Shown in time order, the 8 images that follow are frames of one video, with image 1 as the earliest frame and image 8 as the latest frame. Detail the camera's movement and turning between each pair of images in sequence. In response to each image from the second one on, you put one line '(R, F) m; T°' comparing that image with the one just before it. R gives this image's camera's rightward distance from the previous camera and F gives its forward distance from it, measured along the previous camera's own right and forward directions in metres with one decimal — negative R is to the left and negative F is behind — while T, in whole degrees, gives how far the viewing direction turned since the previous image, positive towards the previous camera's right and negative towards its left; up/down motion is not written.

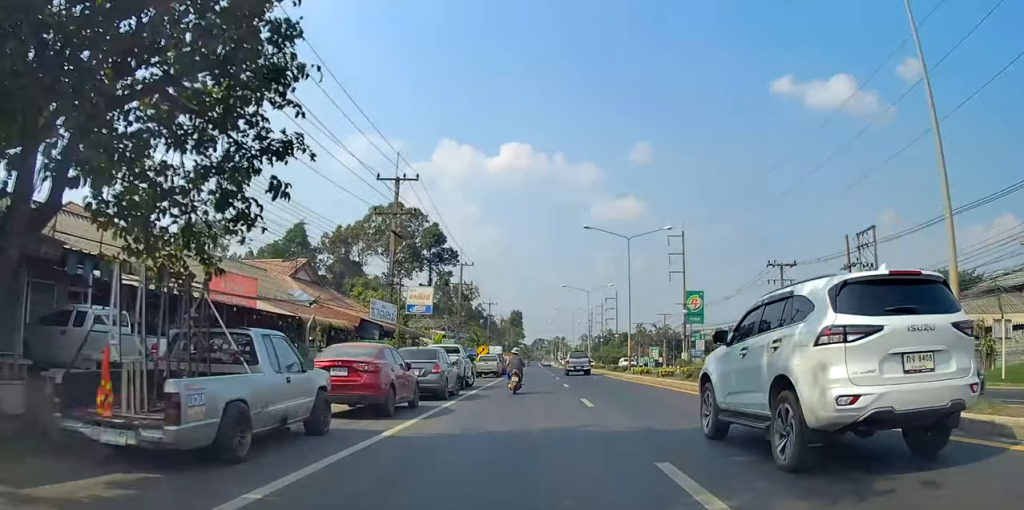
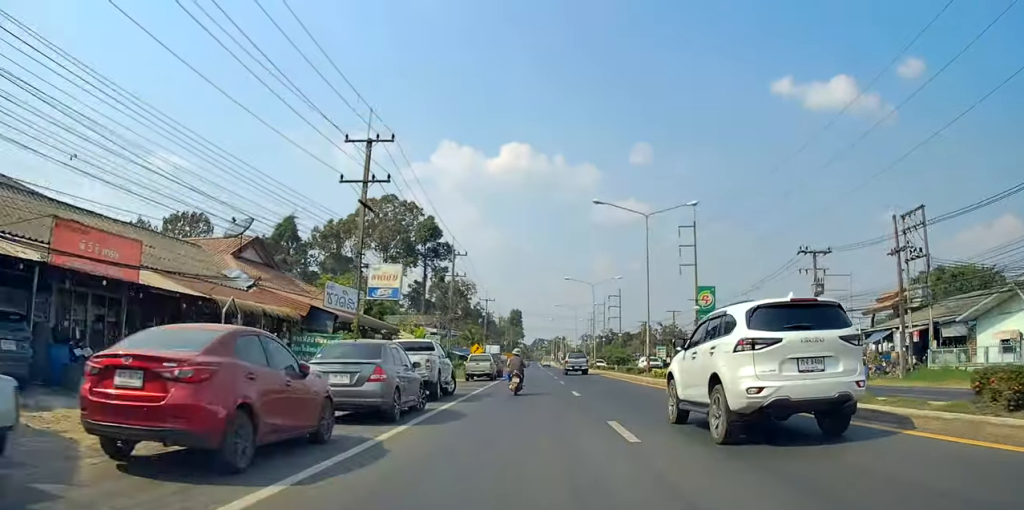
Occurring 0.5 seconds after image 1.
(0.0, +6.6) m; 0°
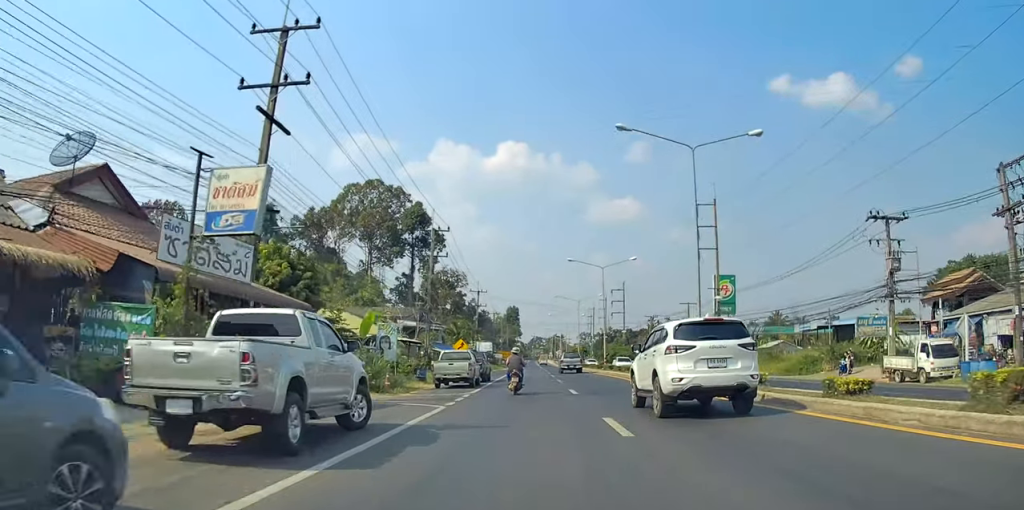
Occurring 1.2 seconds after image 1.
(0.0, +12.0) m; +2°
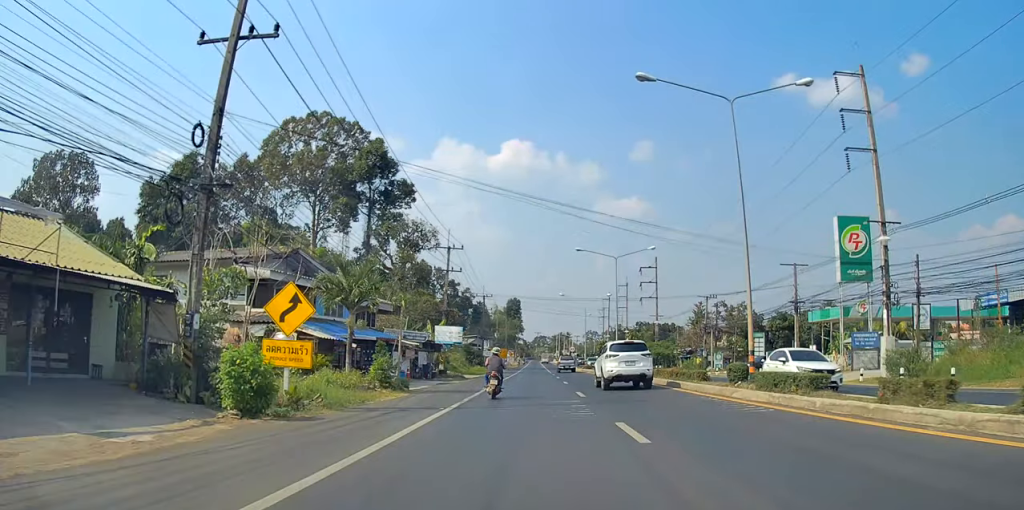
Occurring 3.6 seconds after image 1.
(+0.6, +36.4) m; -1°
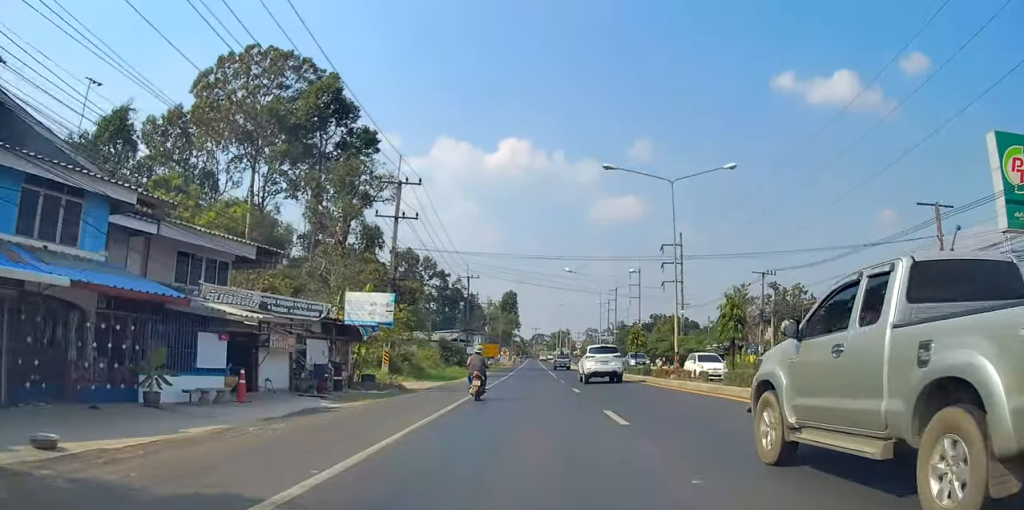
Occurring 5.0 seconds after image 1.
(+0.1, +21.7) m; 0°
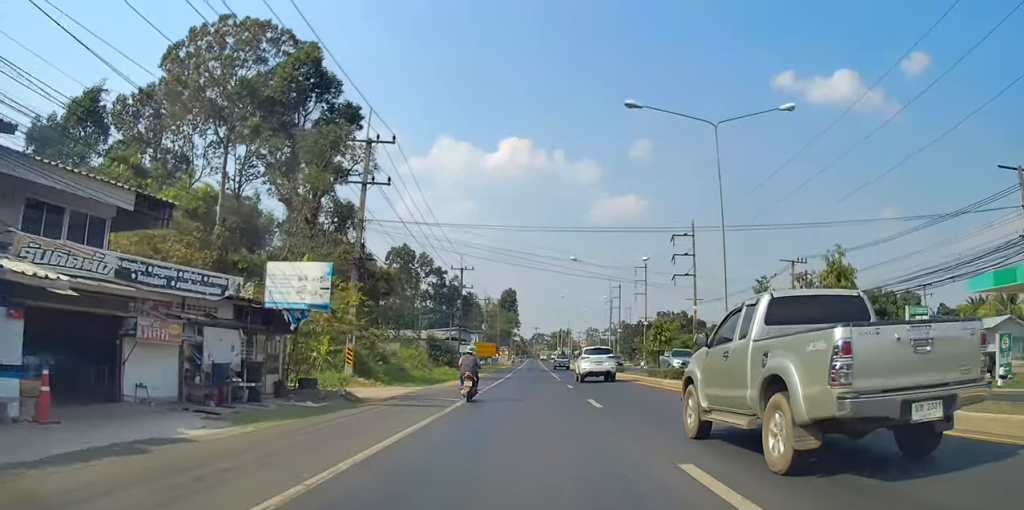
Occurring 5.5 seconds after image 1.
(0.0, +7.5) m; 0°
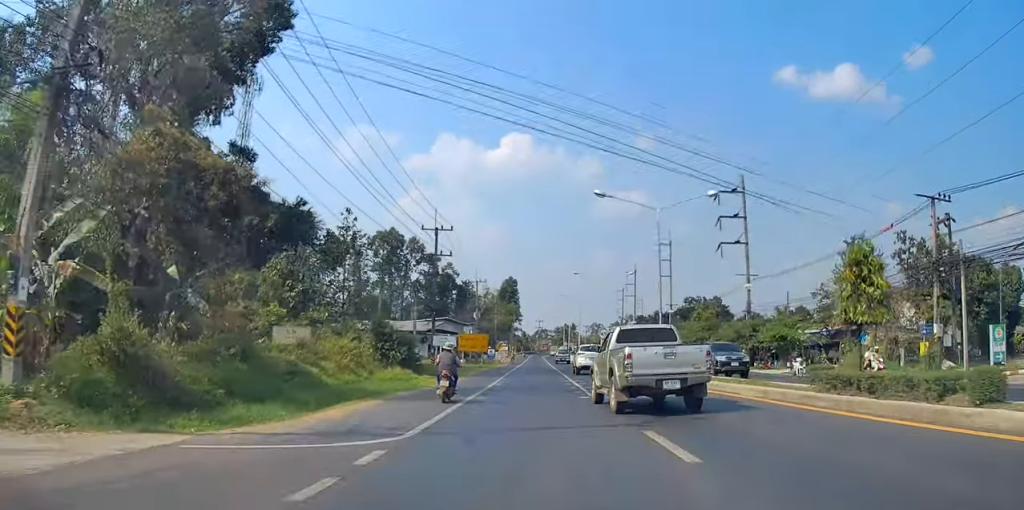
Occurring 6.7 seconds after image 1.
(-0.1, +20.4) m; -3°
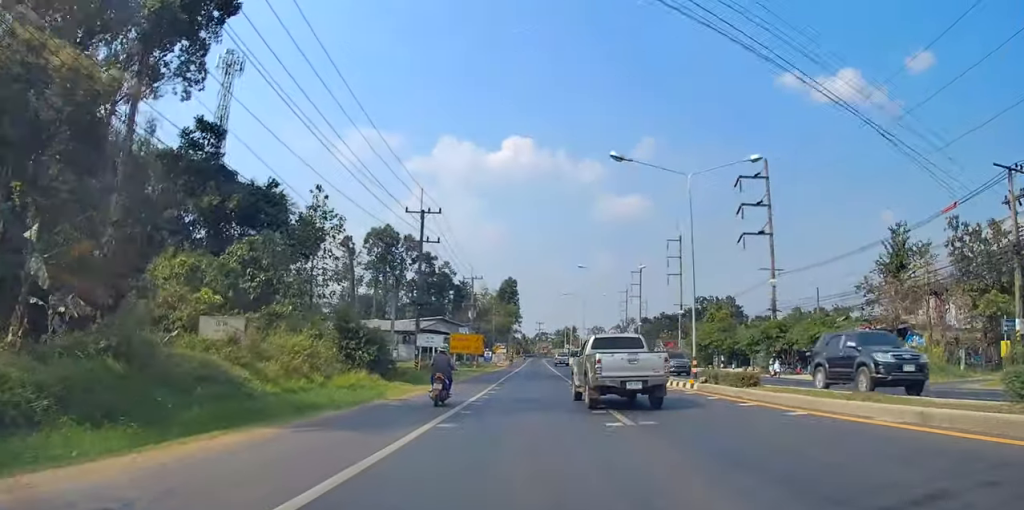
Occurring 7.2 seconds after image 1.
(-0.4, +7.7) m; 0°
